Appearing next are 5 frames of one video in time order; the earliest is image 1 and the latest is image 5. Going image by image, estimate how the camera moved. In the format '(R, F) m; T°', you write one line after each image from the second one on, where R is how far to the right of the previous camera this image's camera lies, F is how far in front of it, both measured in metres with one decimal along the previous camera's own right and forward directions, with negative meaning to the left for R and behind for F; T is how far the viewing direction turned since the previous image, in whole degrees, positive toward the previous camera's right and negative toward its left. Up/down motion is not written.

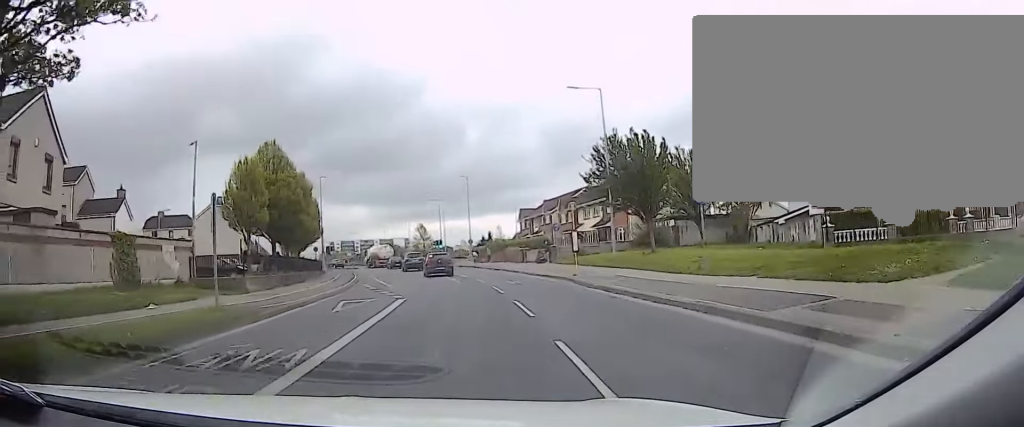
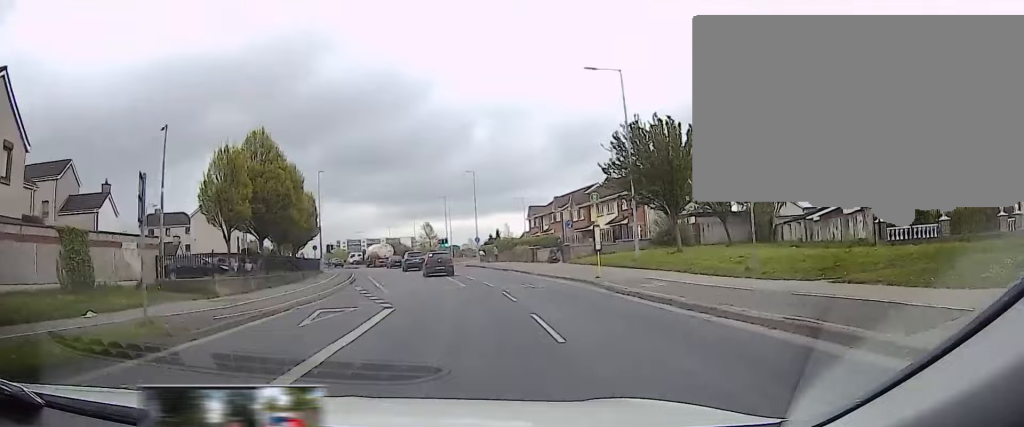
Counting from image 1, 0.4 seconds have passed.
(-0.3, +3.8) m; 0°
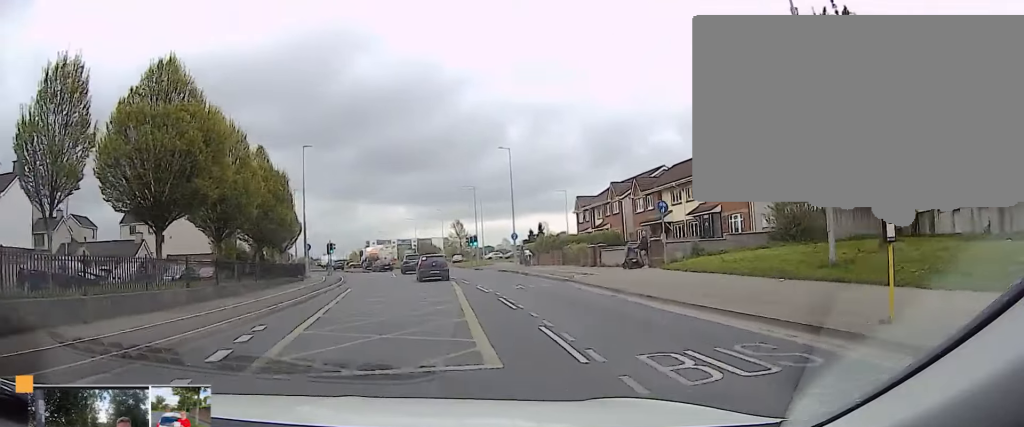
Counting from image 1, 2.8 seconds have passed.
(+1.1, +18.1) m; +2°
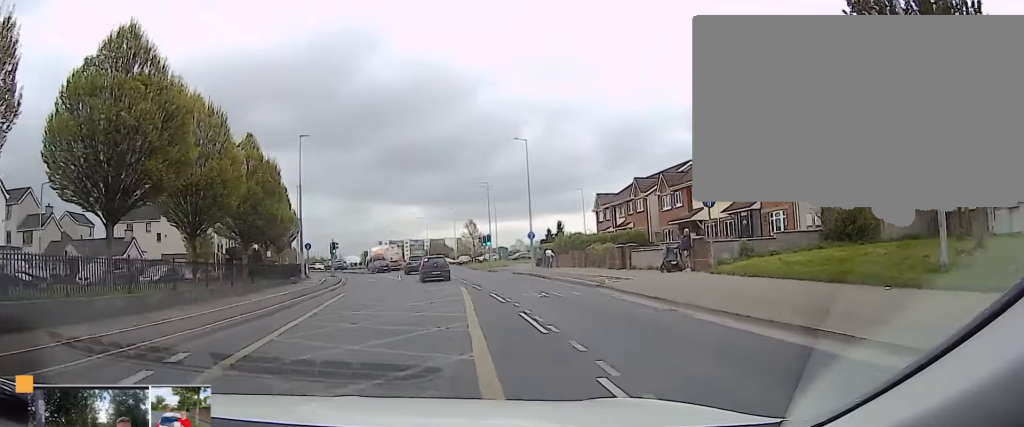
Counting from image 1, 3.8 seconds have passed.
(-0.2, +4.7) m; -5°
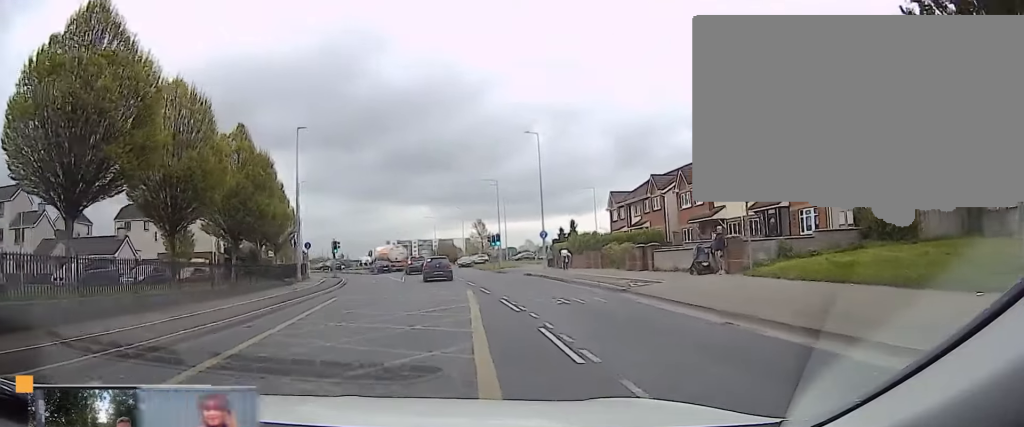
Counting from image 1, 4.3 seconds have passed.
(-0.1, +2.4) m; -3°
